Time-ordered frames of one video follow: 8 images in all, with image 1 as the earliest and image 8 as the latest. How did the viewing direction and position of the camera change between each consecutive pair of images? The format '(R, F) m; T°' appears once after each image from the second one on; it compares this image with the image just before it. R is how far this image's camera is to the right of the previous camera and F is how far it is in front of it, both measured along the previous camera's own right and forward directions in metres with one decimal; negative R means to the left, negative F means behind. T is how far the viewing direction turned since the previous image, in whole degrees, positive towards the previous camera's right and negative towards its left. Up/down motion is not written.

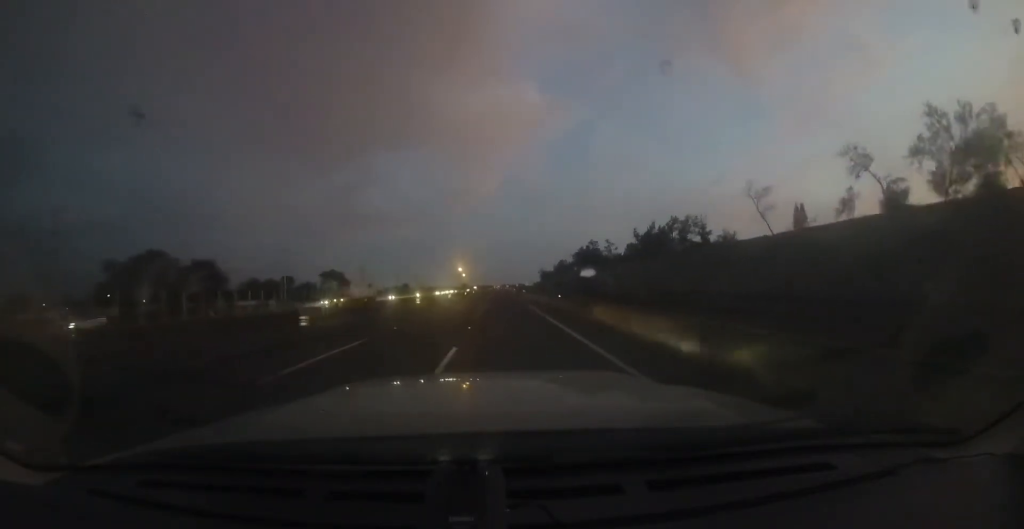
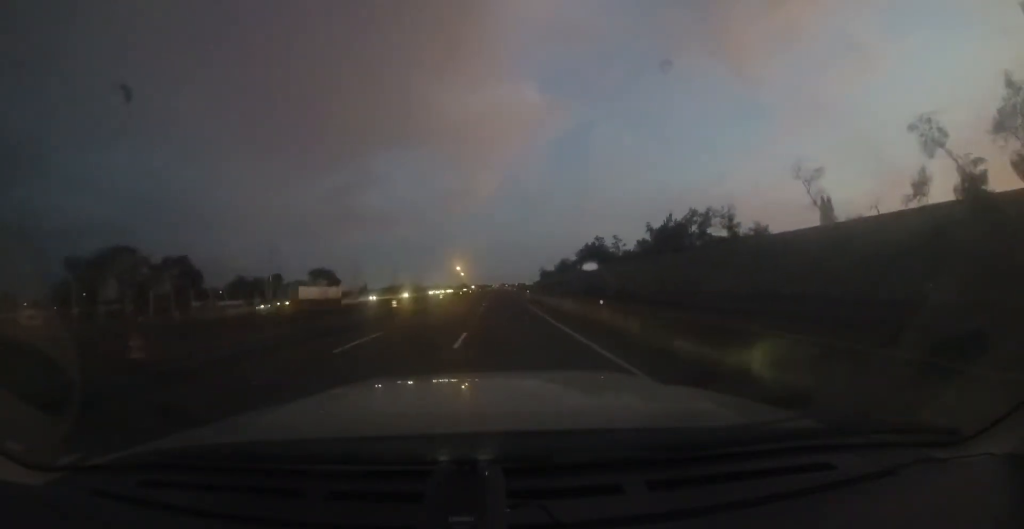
(0.0, +9.3) m; +1°
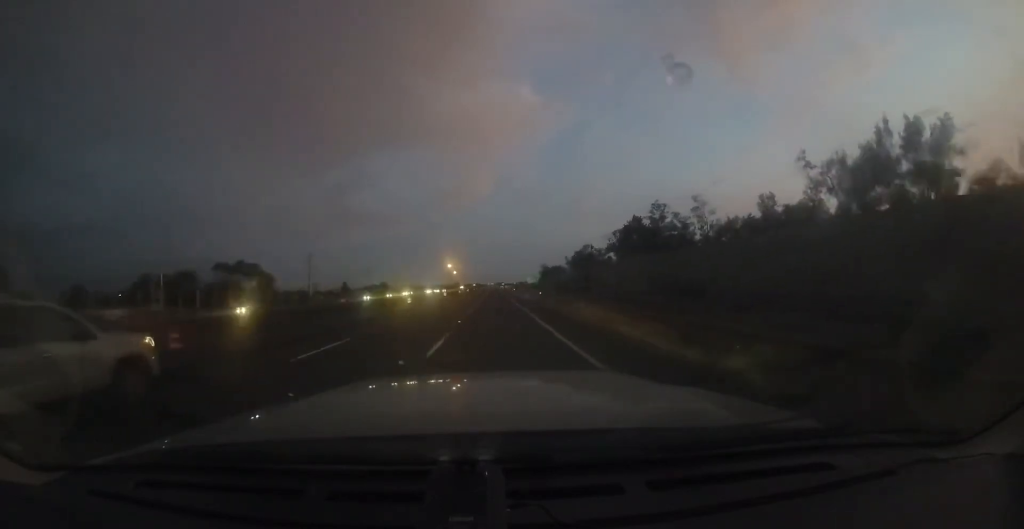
(+0.2, +52.7) m; 0°
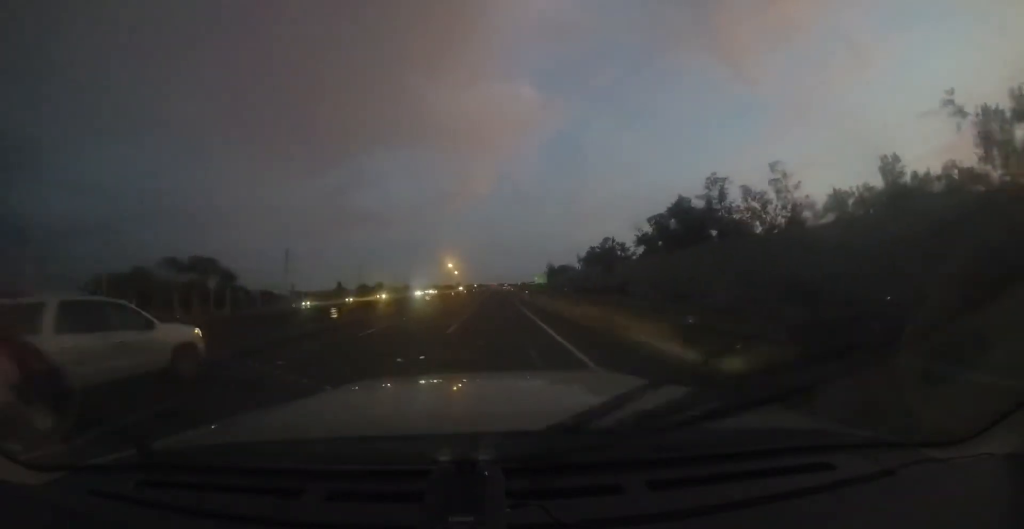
(+0.3, +20.0) m; +1°
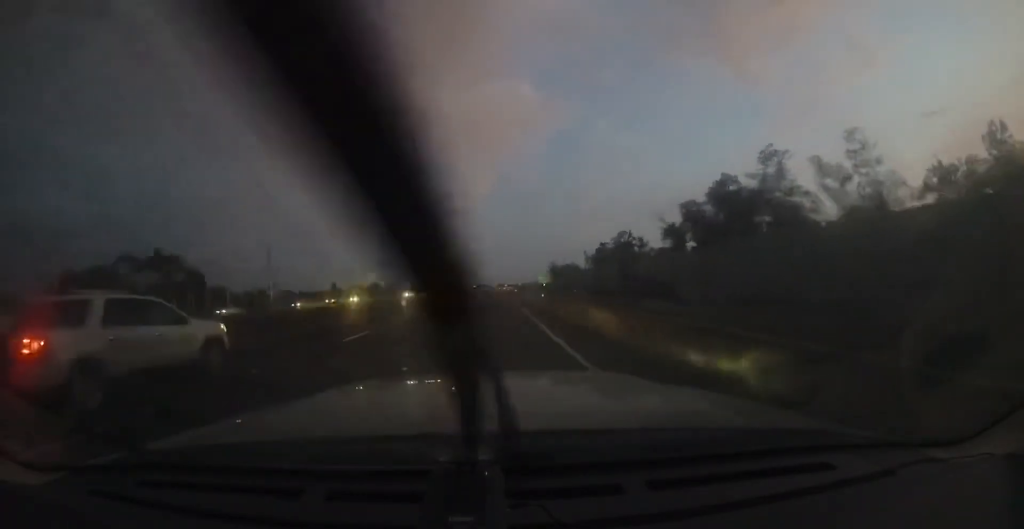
(0.0, +13.4) m; 0°
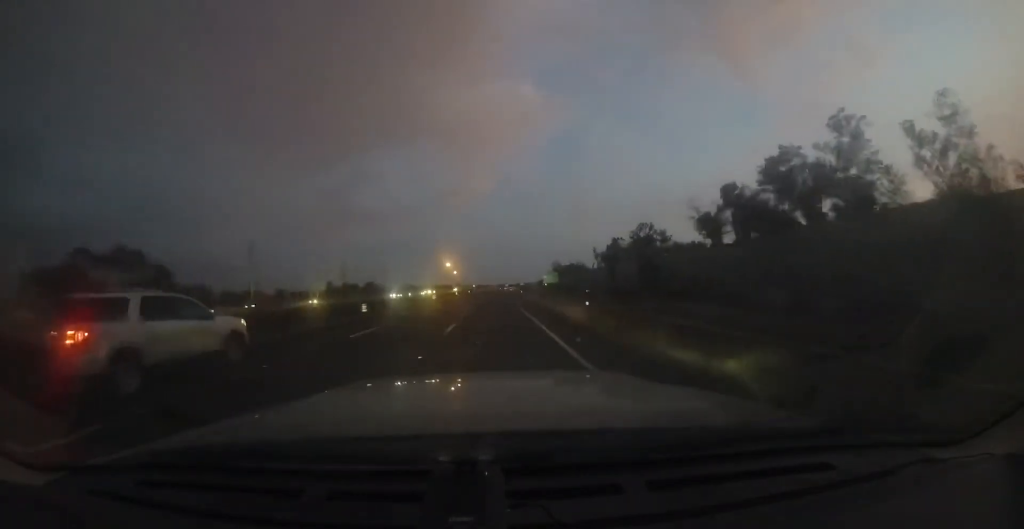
(0.0, +11.9) m; 0°
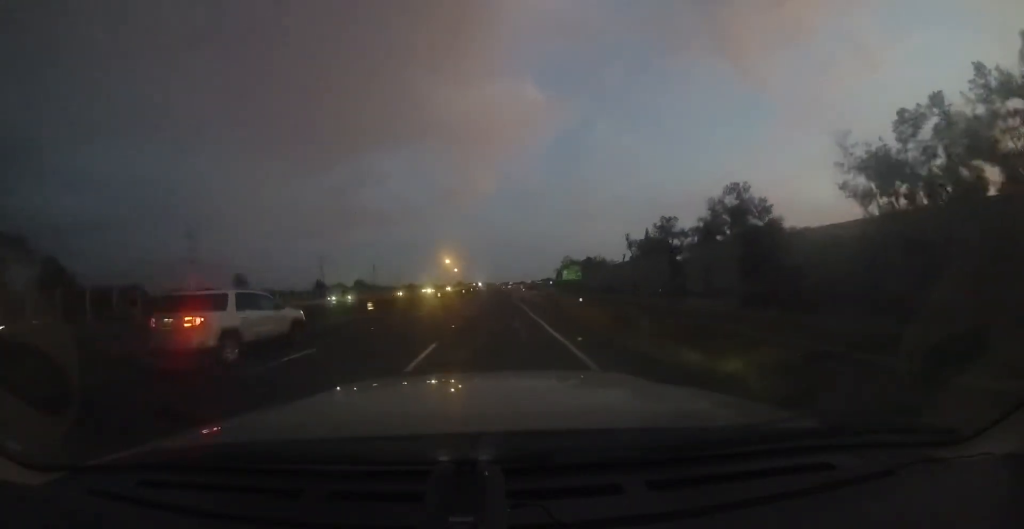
(-0.4, +30.1) m; -2°
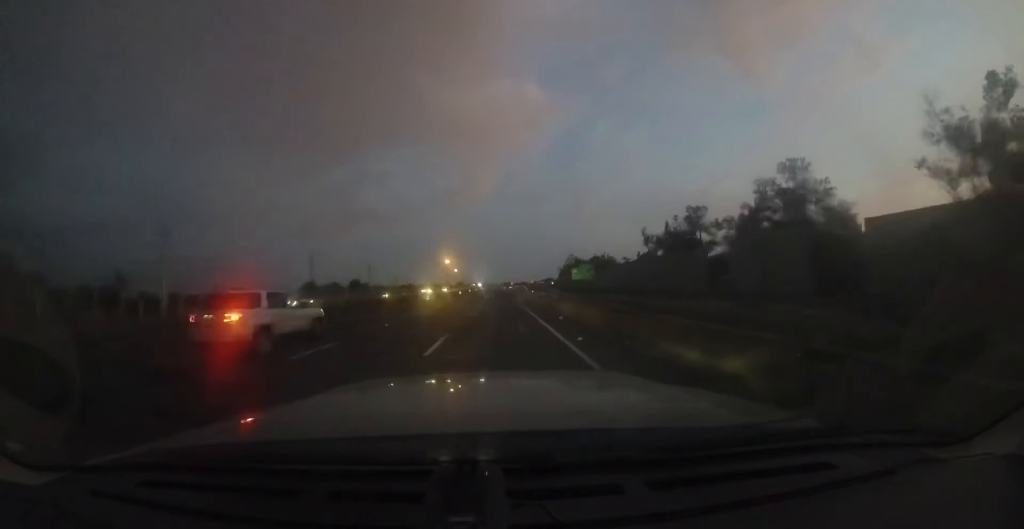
(-0.1, +11.4) m; 0°
